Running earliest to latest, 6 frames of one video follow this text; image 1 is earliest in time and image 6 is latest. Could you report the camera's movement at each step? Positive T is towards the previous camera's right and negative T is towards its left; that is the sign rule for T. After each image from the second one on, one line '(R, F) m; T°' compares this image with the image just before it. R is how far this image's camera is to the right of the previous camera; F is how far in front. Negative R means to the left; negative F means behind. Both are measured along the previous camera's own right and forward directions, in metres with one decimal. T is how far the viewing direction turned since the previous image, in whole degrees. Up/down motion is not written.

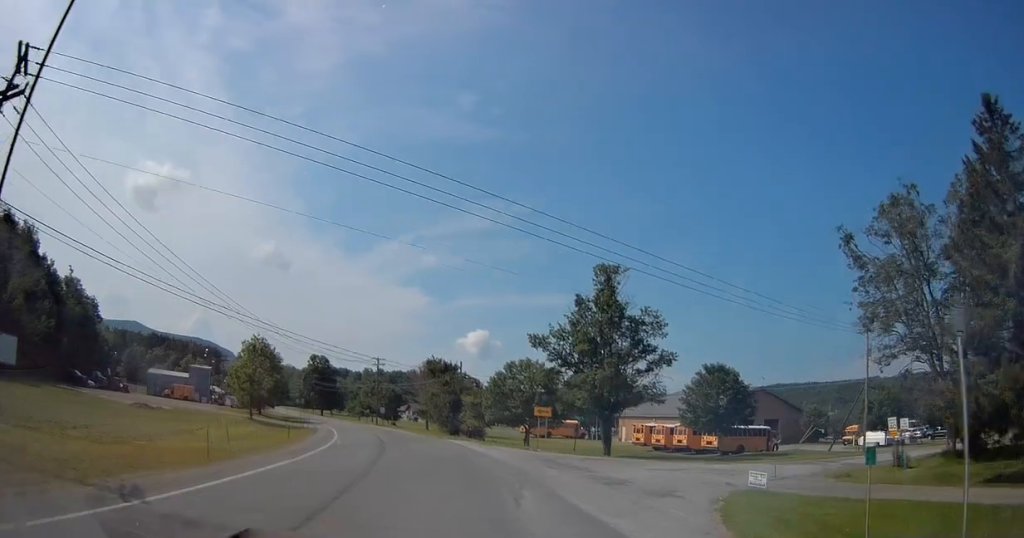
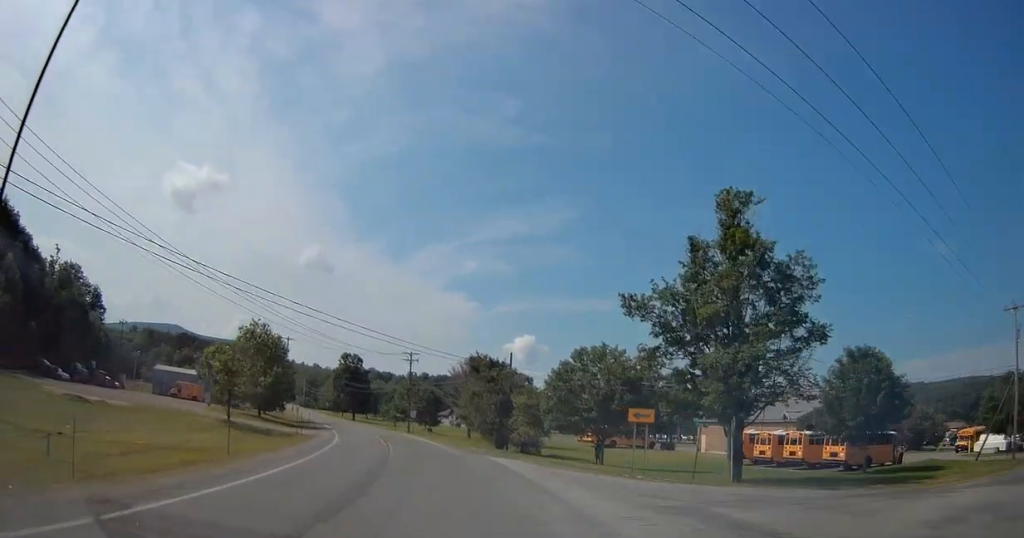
(-0.7, +15.5) m; -5°
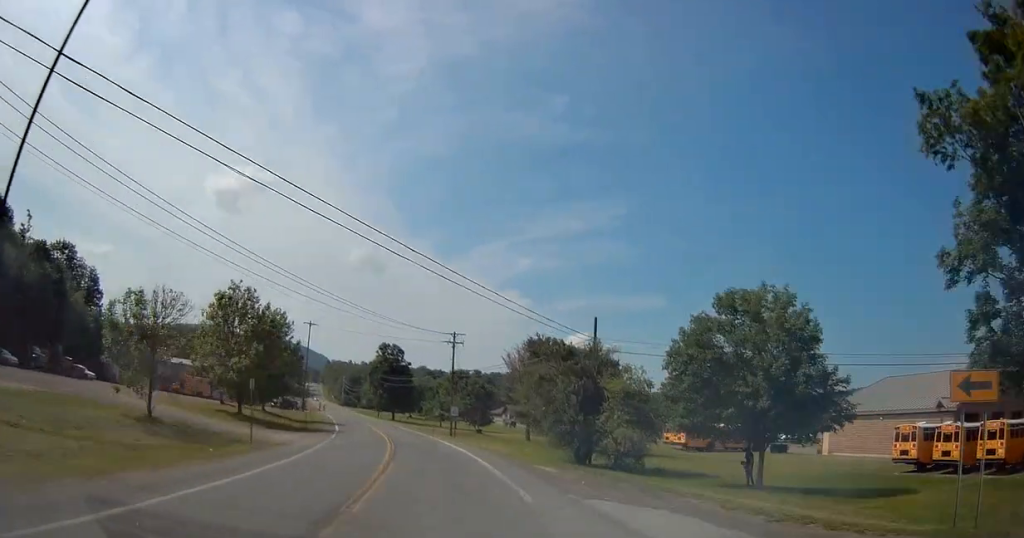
(-0.6, +18.0) m; -4°
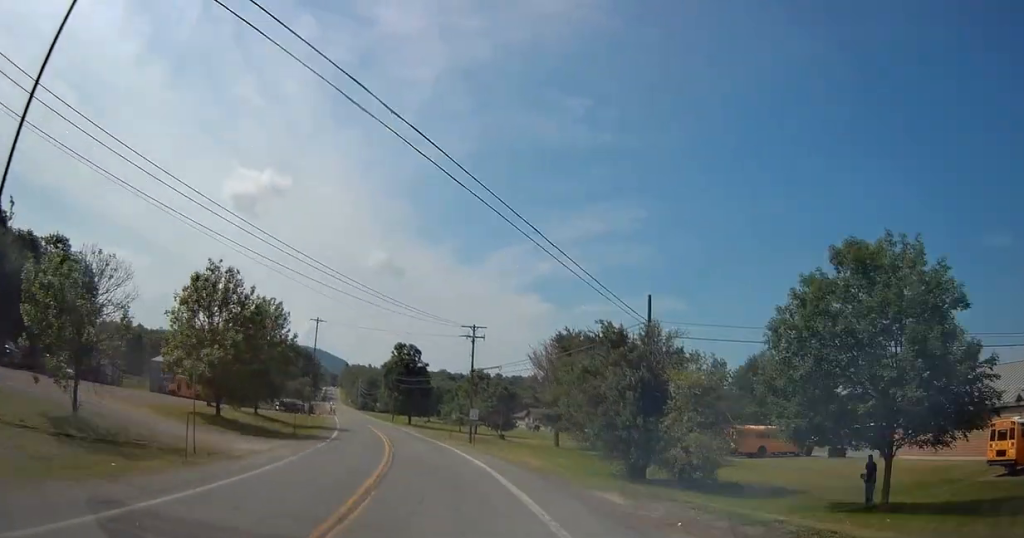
(-0.1, +7.7) m; -2°
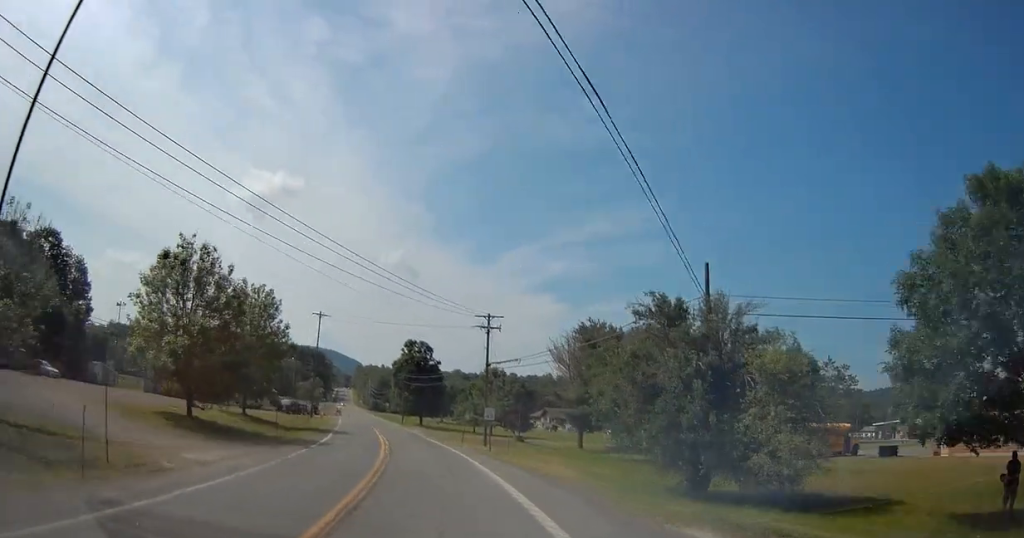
(0.0, +6.2) m; -2°
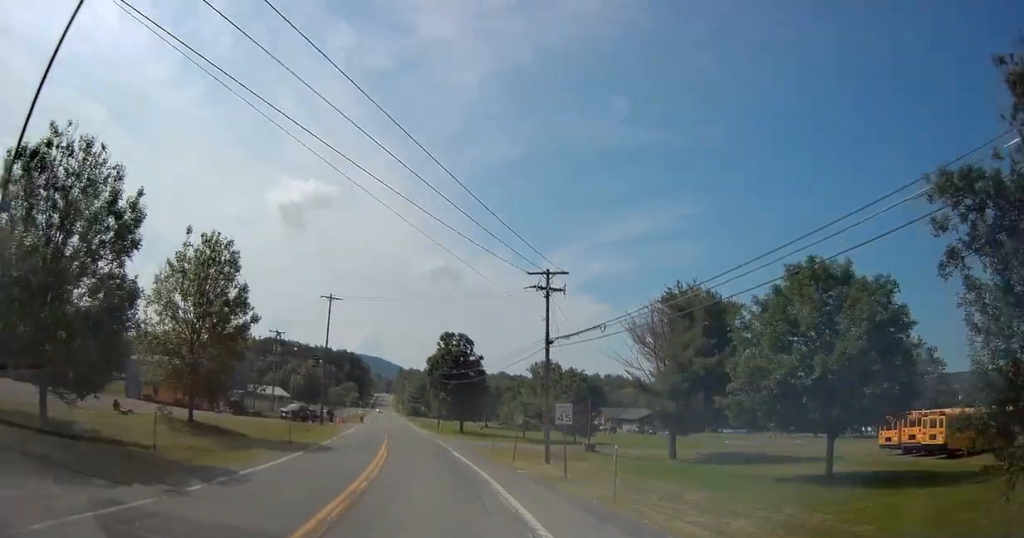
(-0.7, +16.5) m; -4°
